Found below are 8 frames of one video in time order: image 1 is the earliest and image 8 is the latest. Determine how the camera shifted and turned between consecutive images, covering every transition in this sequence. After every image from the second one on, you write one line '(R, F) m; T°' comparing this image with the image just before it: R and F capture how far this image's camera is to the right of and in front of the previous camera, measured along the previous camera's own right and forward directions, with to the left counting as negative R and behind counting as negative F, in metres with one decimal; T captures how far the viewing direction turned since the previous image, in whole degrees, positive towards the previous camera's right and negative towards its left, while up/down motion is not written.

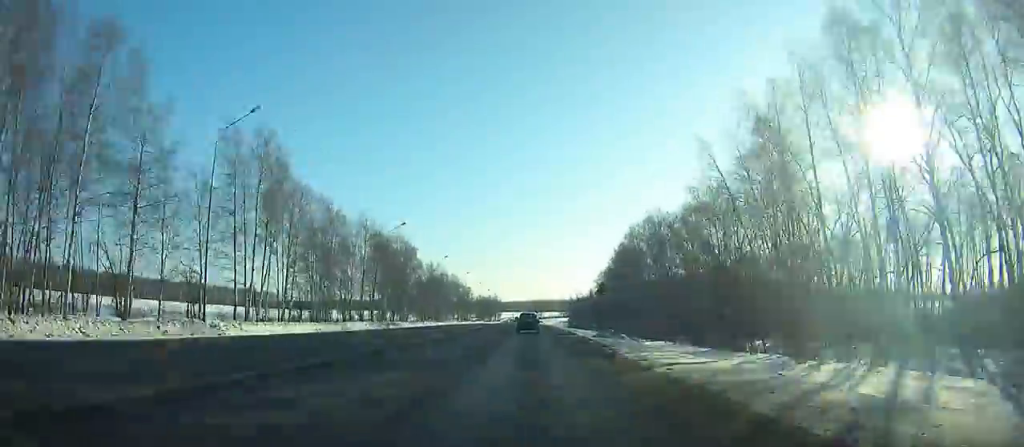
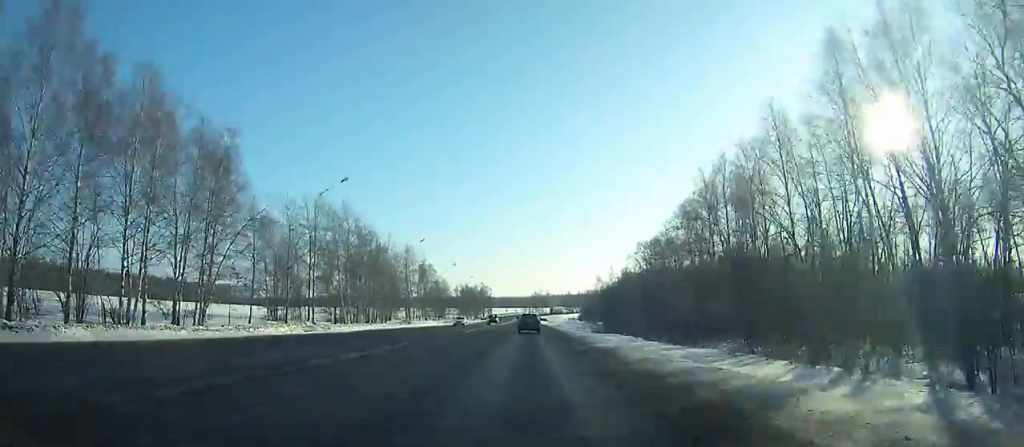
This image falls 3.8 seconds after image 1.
(+0.1, +90.9) m; 0°
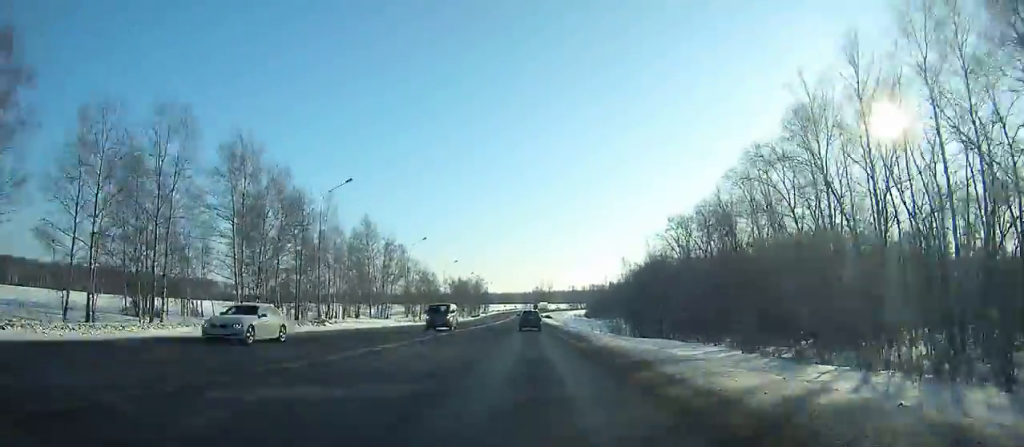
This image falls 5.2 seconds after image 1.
(0.0, +33.6) m; 0°
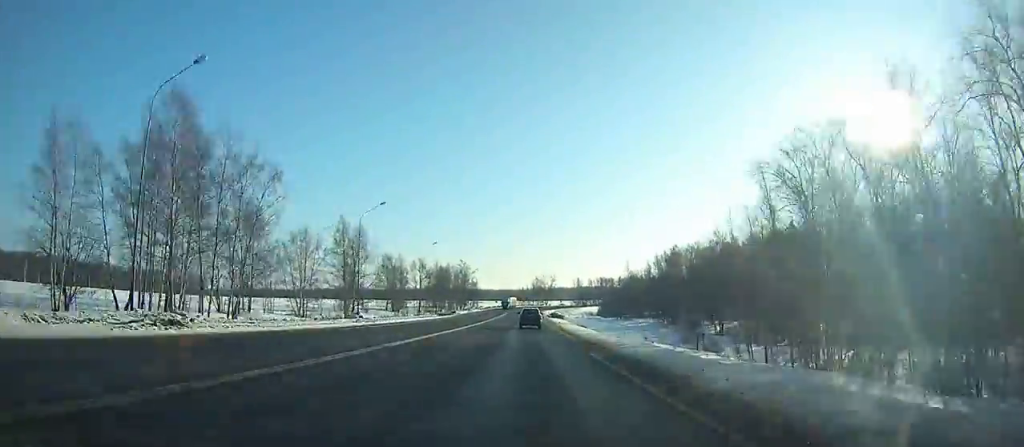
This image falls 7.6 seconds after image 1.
(0.0, +57.0) m; 0°
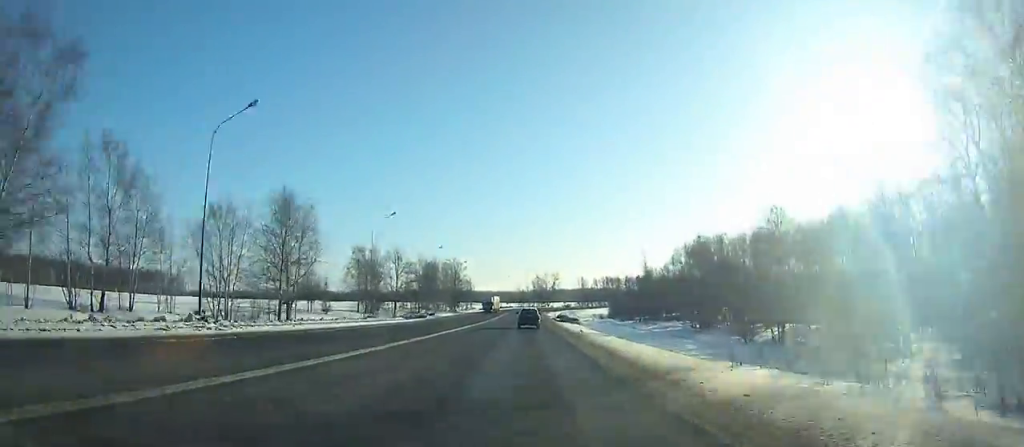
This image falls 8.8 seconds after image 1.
(0.0, +28.4) m; 0°
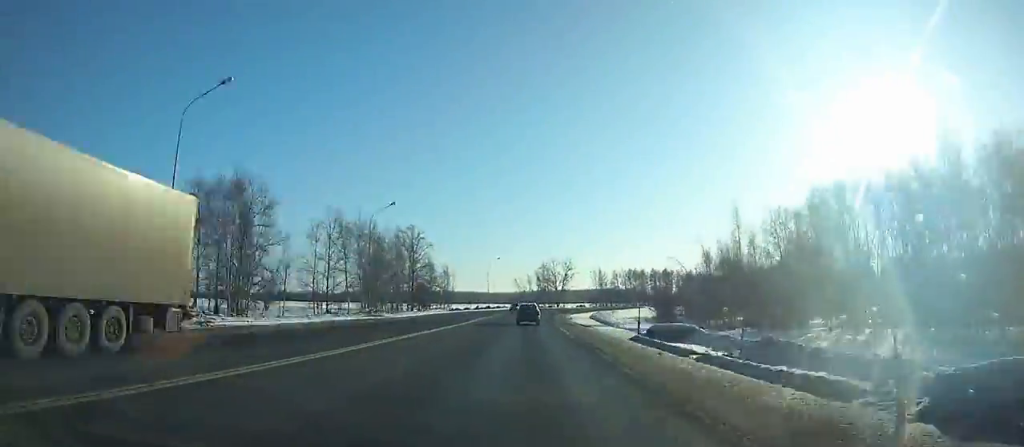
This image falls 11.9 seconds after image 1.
(0.0, +70.9) m; +1°
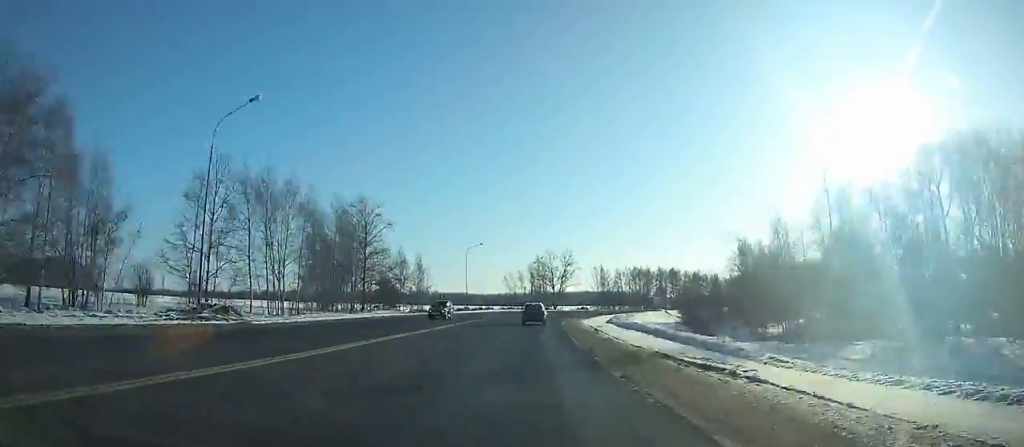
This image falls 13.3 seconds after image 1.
(+0.3, +30.4) m; +2°
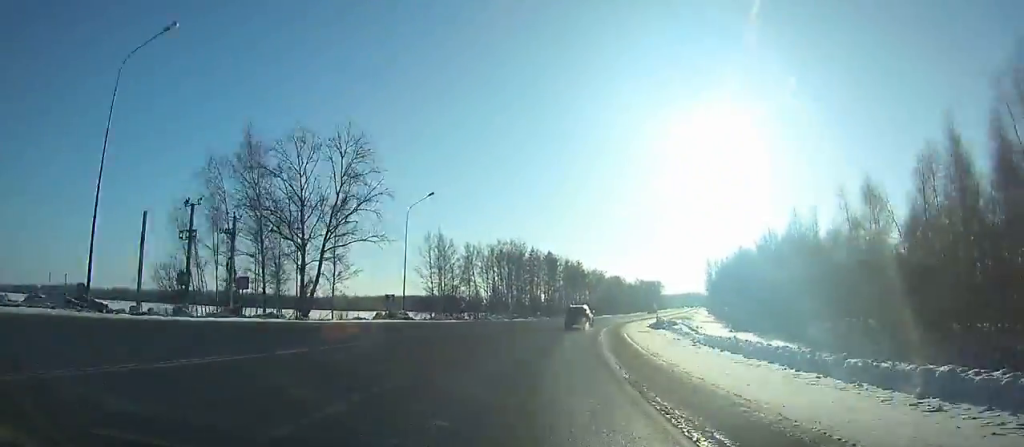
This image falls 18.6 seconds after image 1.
(+10.0, +109.2) m; +16°
